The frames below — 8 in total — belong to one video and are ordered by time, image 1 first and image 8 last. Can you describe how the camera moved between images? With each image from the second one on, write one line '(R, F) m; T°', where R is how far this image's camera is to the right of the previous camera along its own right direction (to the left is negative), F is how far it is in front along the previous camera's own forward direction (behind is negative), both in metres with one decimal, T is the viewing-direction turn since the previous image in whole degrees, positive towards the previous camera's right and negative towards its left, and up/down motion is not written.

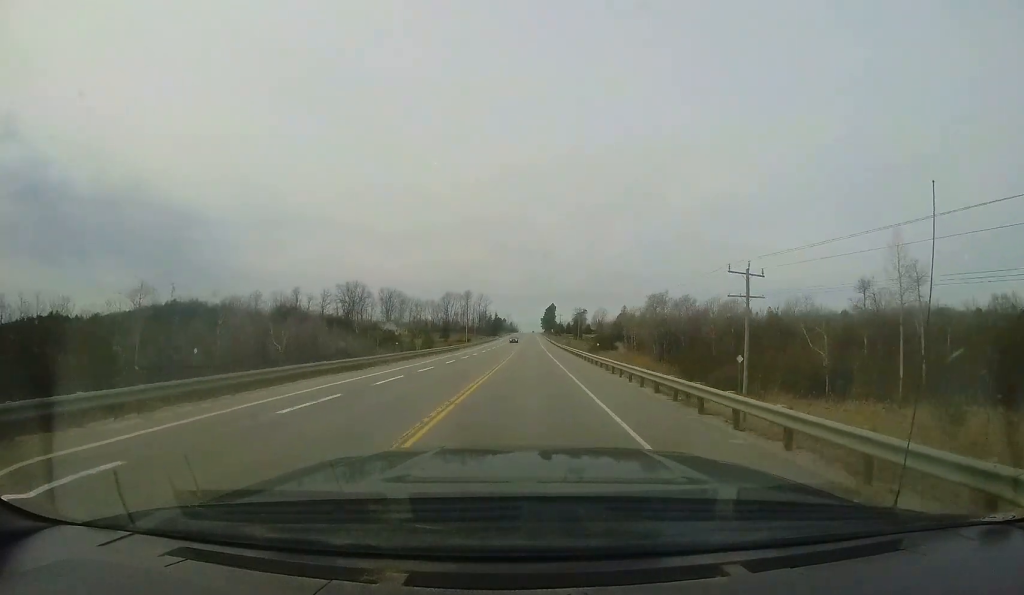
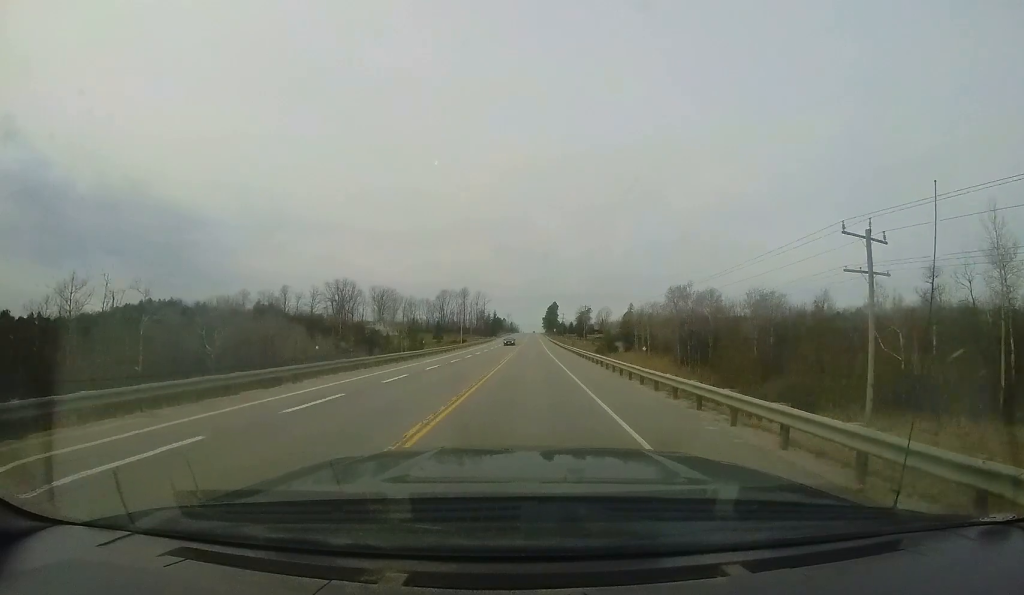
(+0.1, +11.3) m; 0°
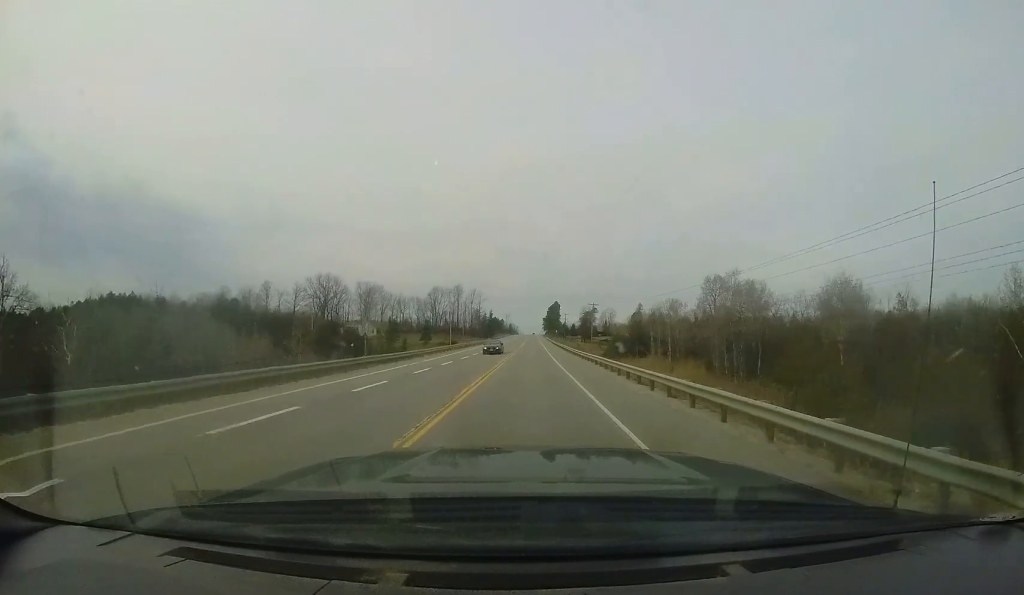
(-0.3, +14.8) m; 0°
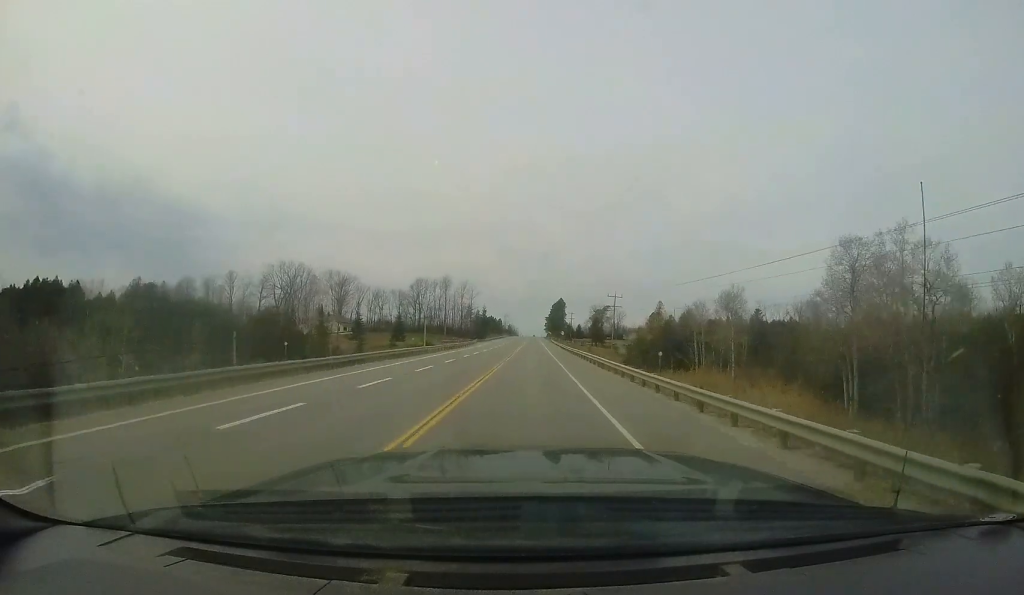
(0.0, +25.2) m; 0°
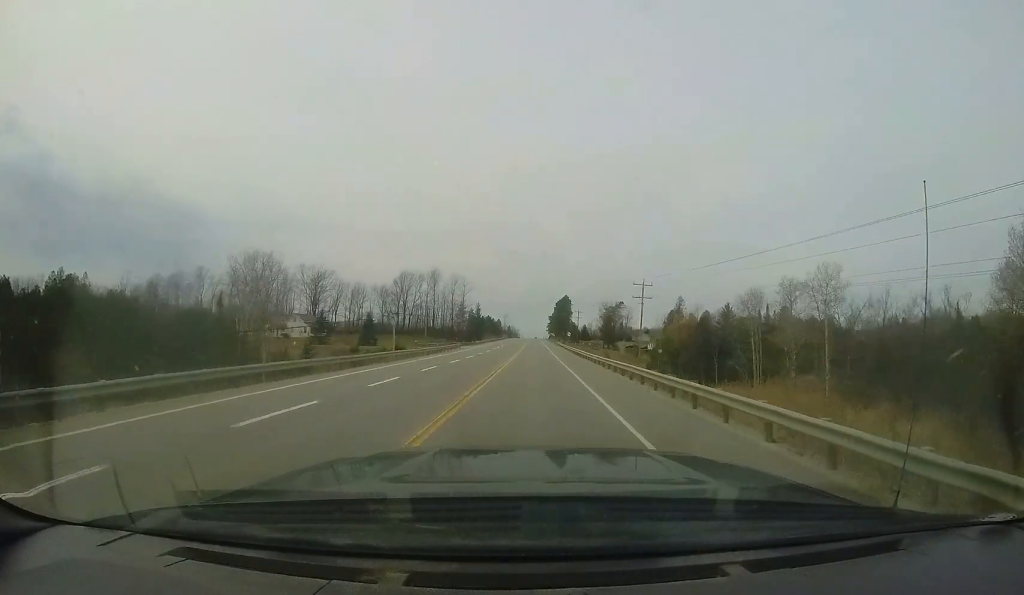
(0.0, +18.3) m; 0°
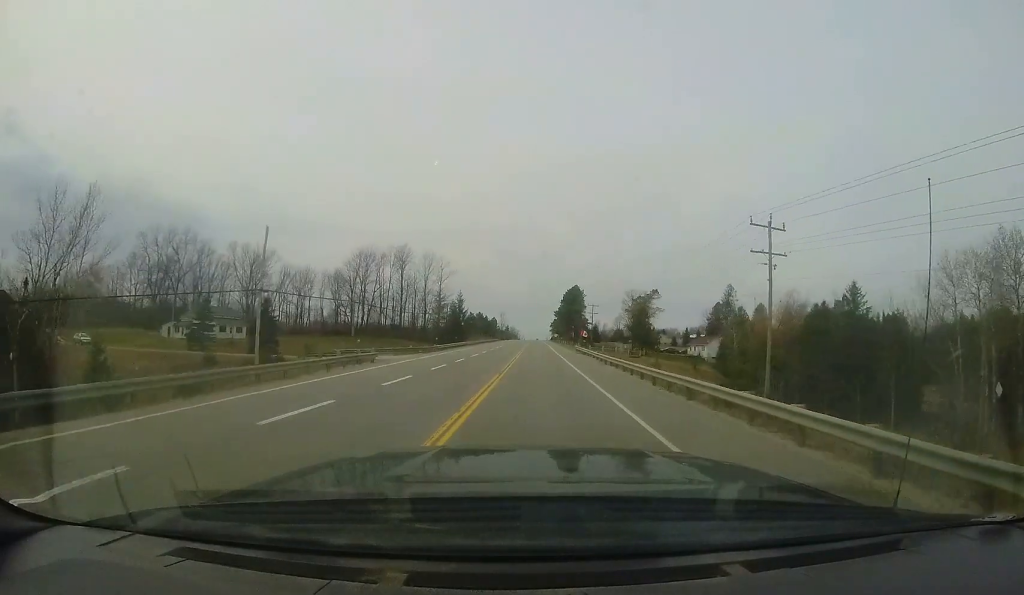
(-0.3, +31.2) m; -1°
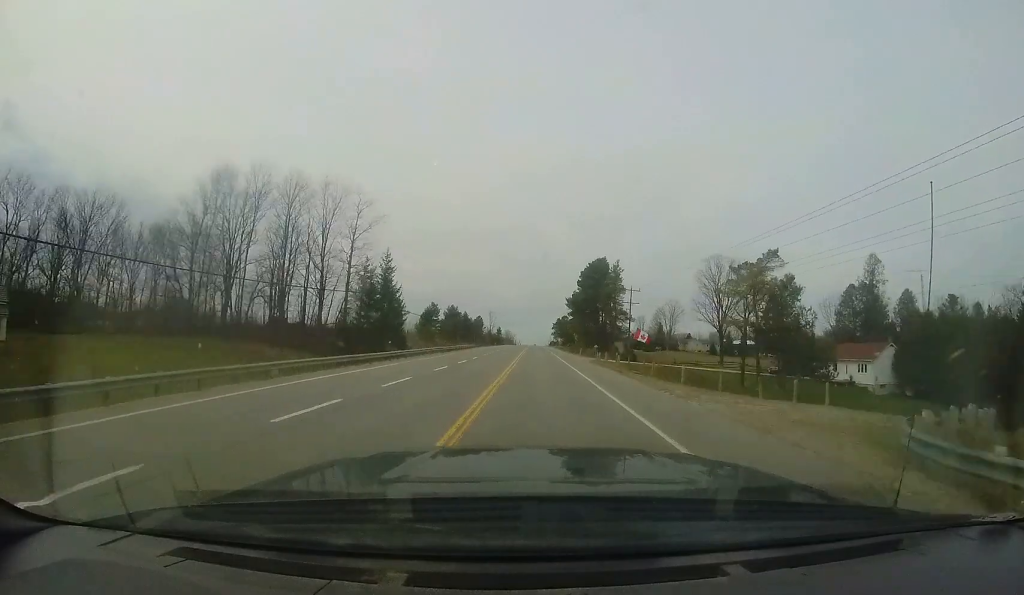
(+0.1, +43.6) m; +1°
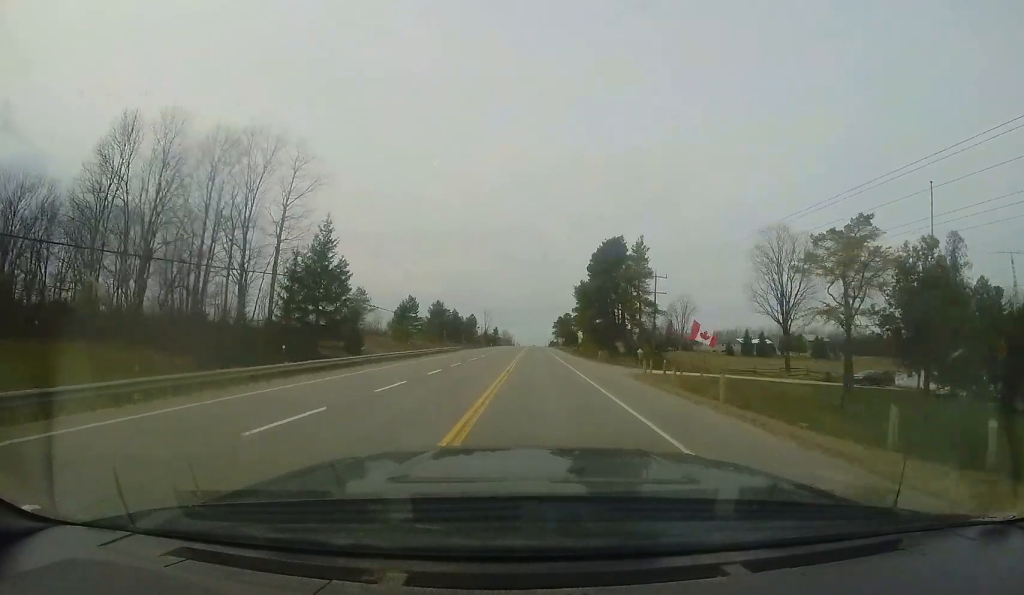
(0.0, +13.4) m; 0°
